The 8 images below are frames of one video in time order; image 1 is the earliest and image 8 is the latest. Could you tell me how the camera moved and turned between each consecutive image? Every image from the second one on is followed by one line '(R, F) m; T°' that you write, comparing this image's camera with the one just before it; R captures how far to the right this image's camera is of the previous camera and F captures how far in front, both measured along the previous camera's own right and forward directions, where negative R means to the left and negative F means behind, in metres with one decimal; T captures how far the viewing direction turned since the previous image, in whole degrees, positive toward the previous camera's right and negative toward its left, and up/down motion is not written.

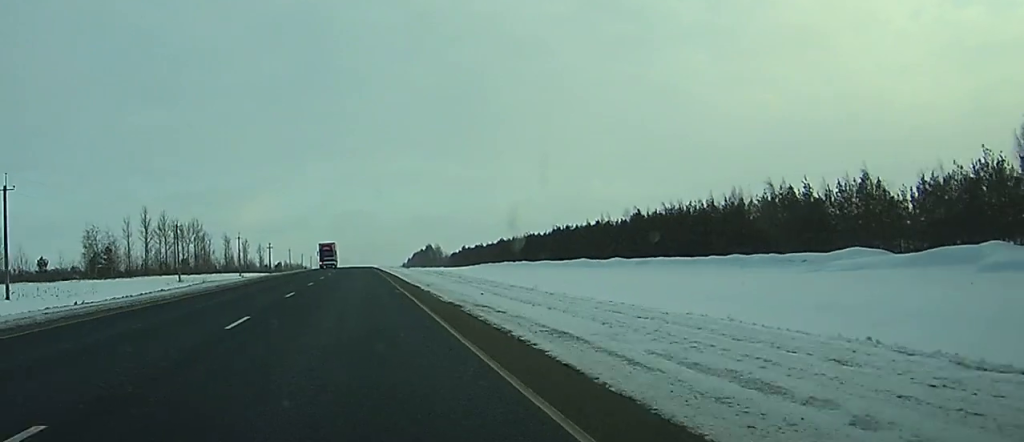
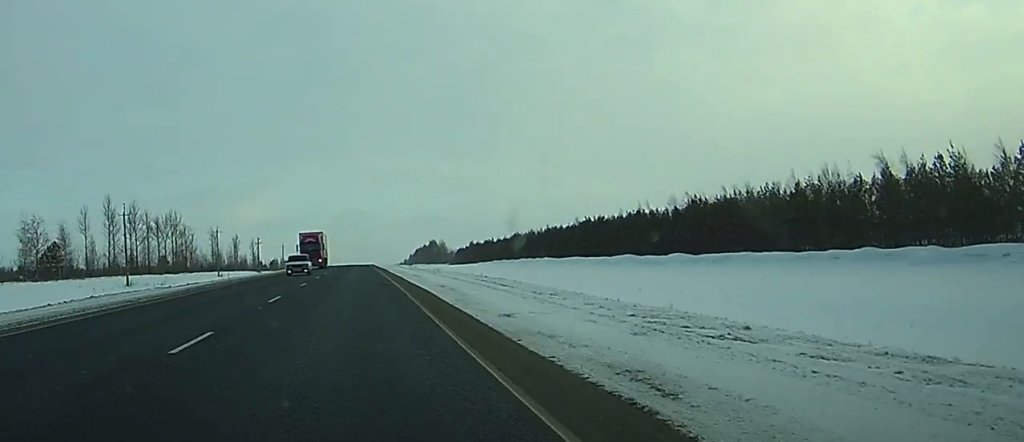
(0.0, +28.0) m; 0°
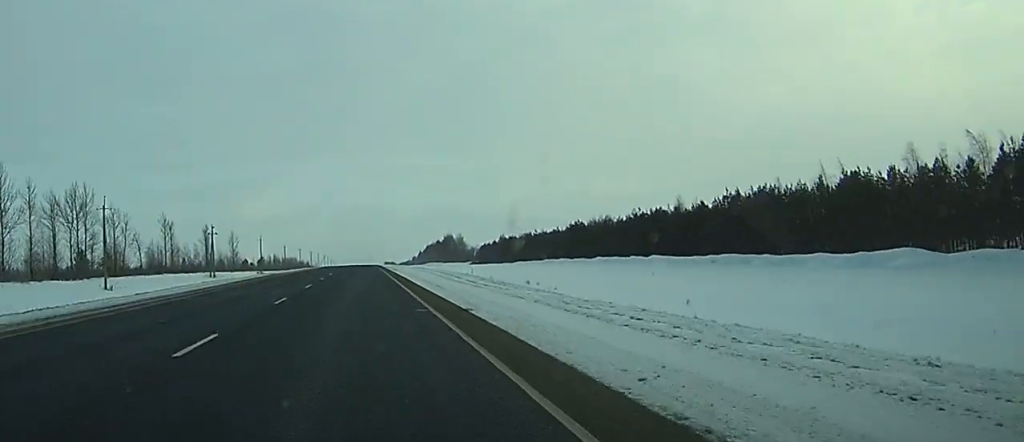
(-0.4, +72.0) m; 0°
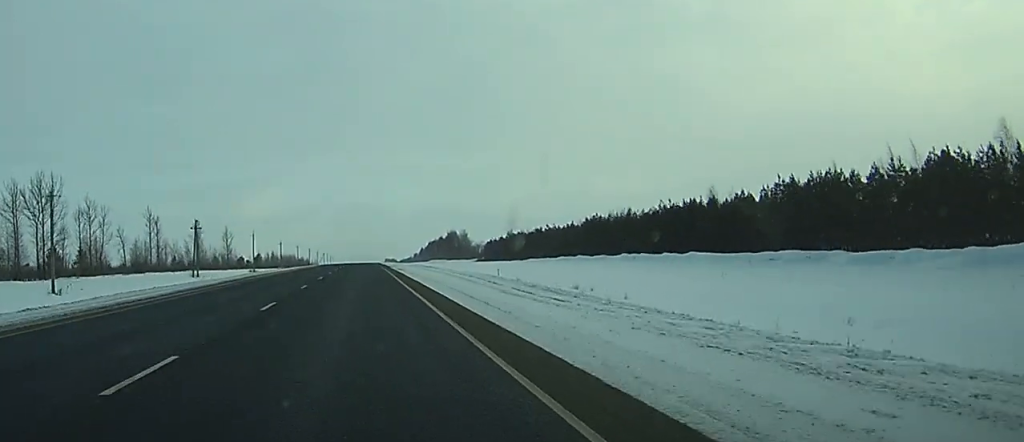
(0.0, +15.1) m; 0°
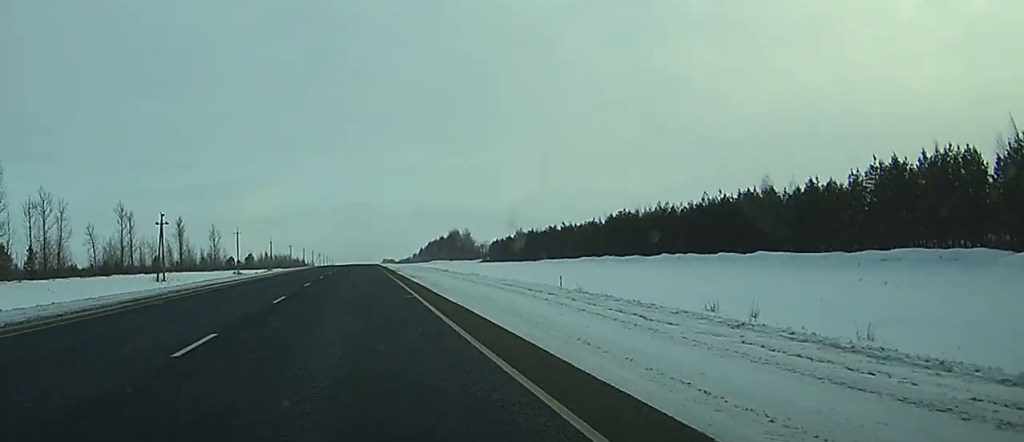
(0.0, +21.0) m; 0°
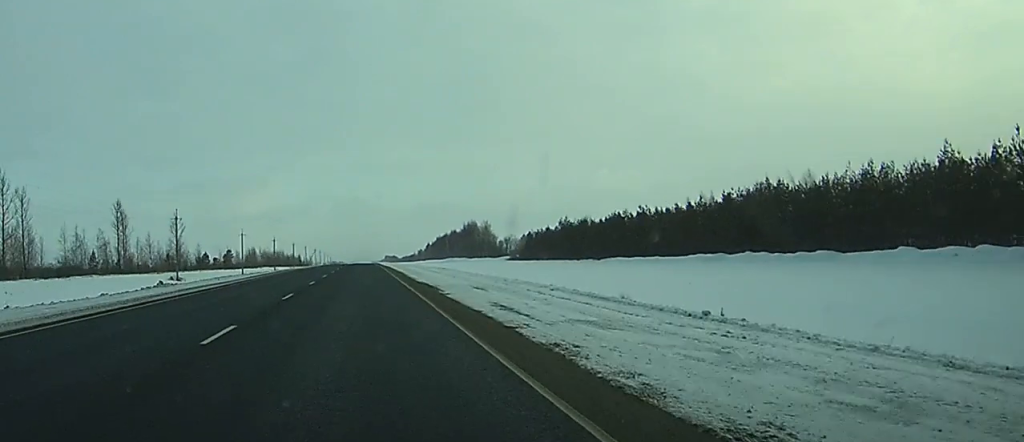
(0.0, +58.4) m; 0°
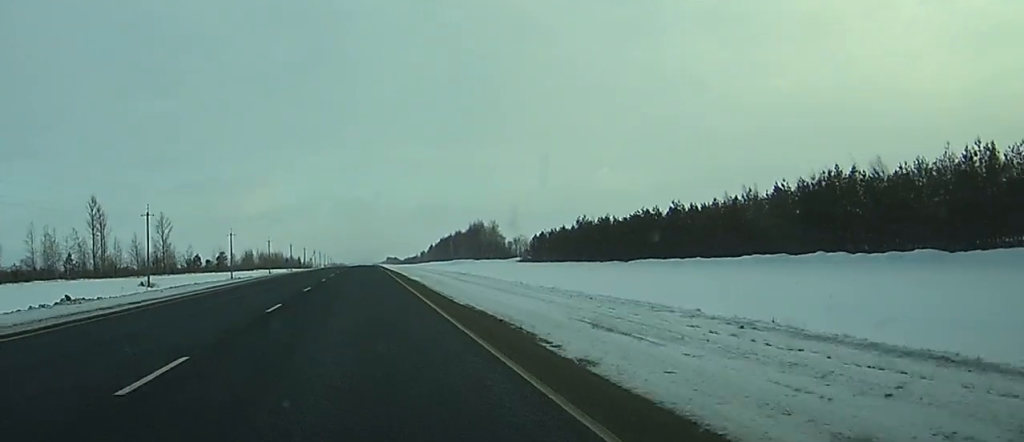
(-0.1, +16.4) m; 0°
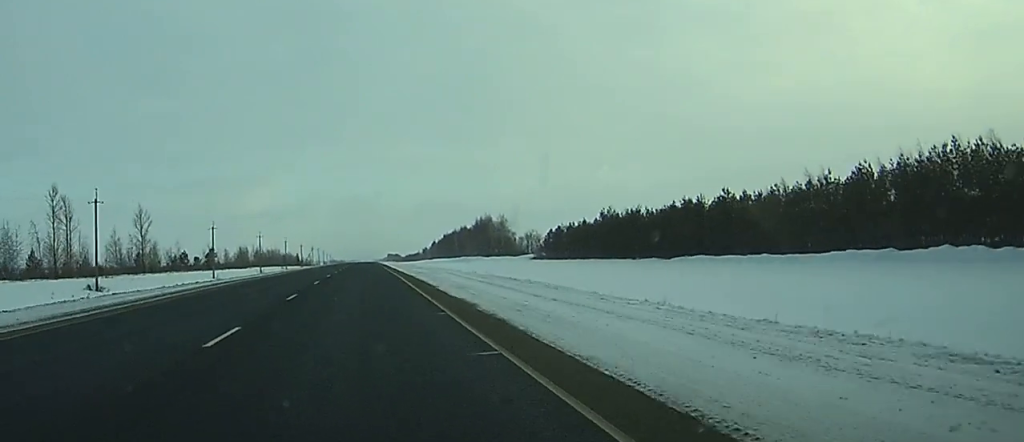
(0.0, +19.9) m; 0°
